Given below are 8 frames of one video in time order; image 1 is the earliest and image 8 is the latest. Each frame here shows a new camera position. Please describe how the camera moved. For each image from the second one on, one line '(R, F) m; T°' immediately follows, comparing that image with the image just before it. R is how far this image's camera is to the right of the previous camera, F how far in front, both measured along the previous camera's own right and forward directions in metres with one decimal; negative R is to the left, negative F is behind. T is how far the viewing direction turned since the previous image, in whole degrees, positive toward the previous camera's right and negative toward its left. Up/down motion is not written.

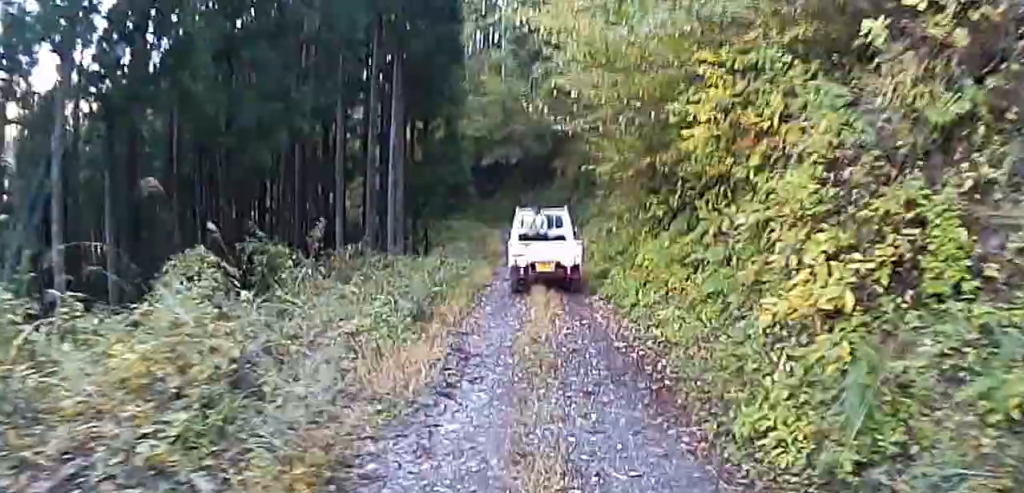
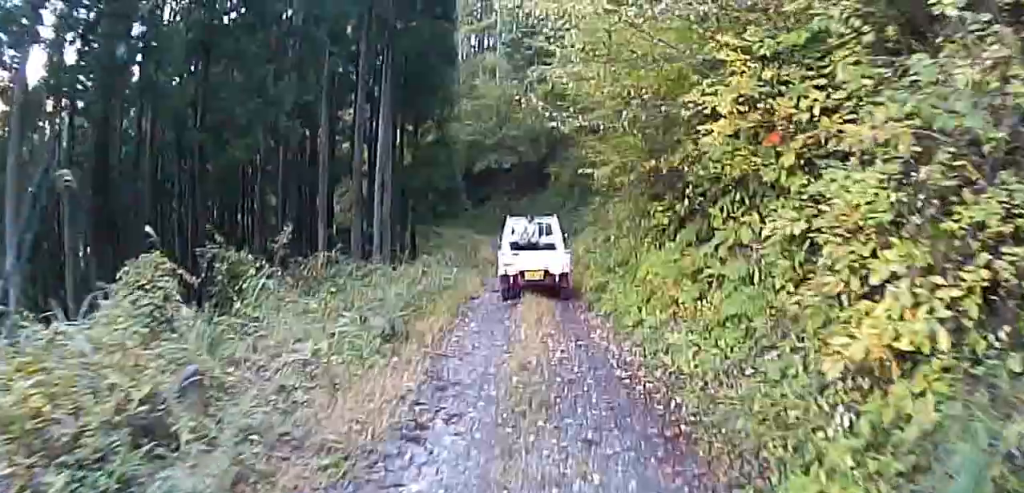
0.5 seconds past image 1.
(0.0, +2.1) m; 0°
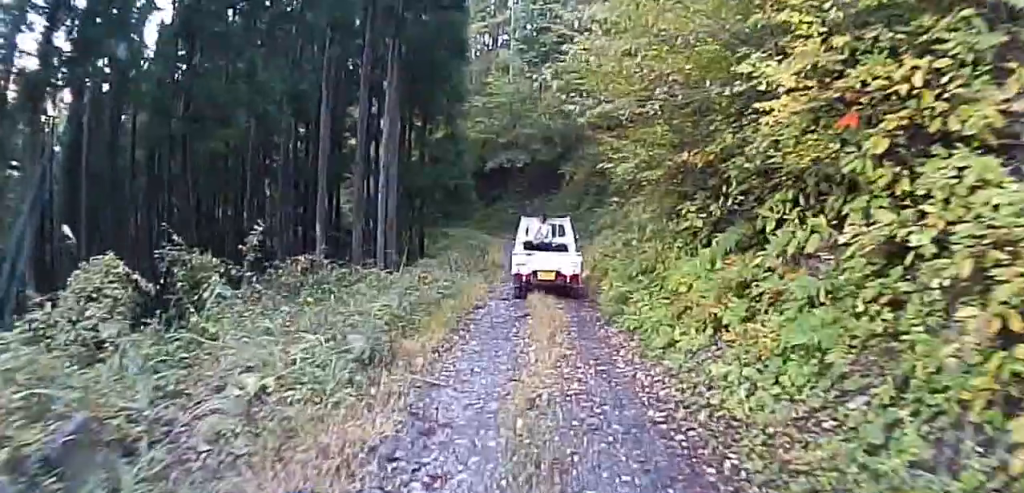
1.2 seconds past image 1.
(0.0, +2.6) m; -6°
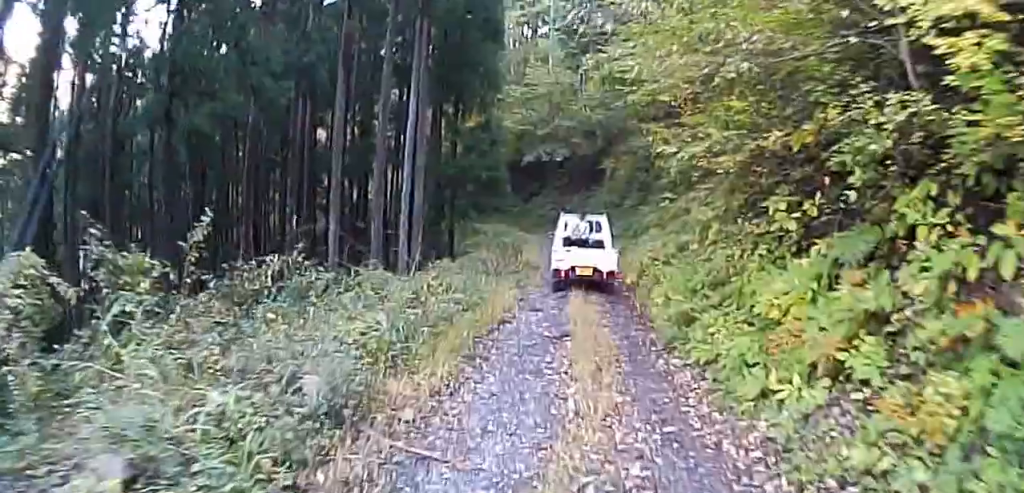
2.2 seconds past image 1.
(-0.4, +3.5) m; -10°
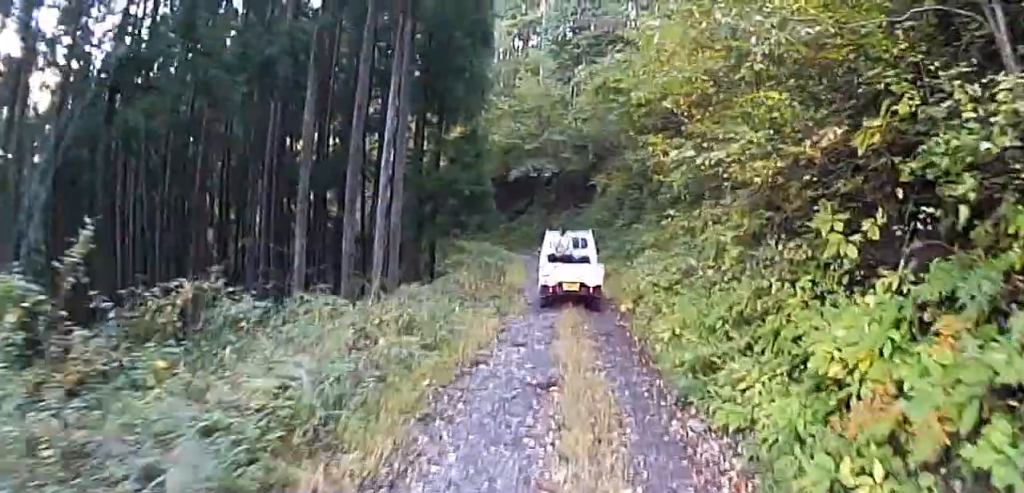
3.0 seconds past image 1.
(-0.1, +2.3) m; +1°
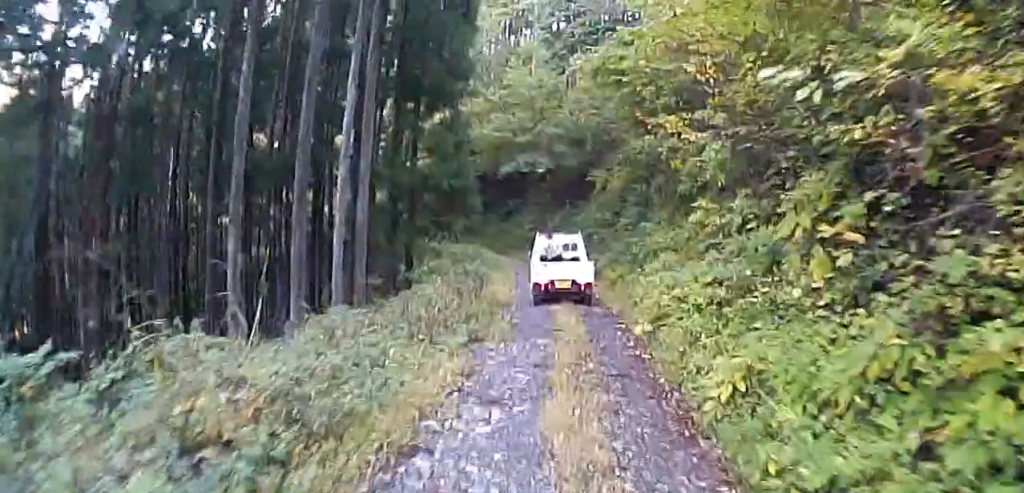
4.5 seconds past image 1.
(+0.4, +3.5) m; -4°
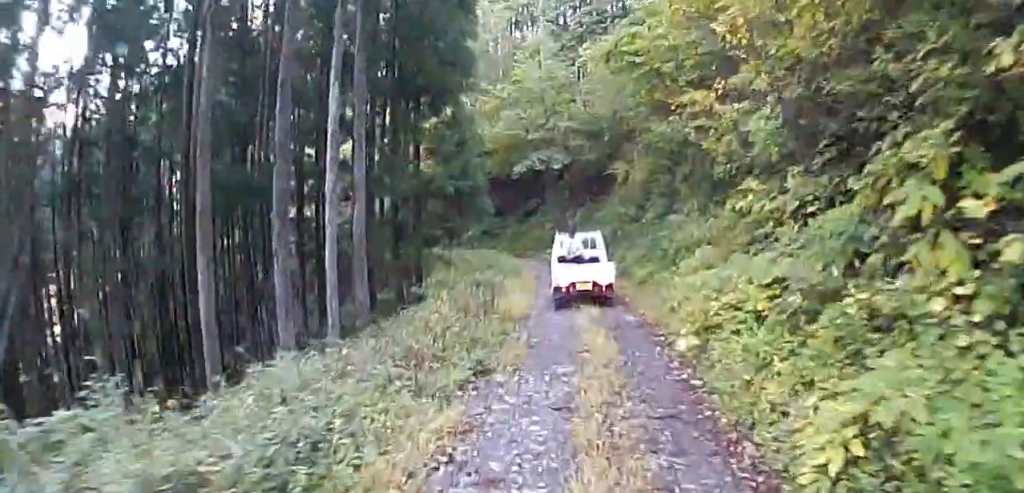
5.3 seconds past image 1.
(-0.5, +2.1) m; -5°
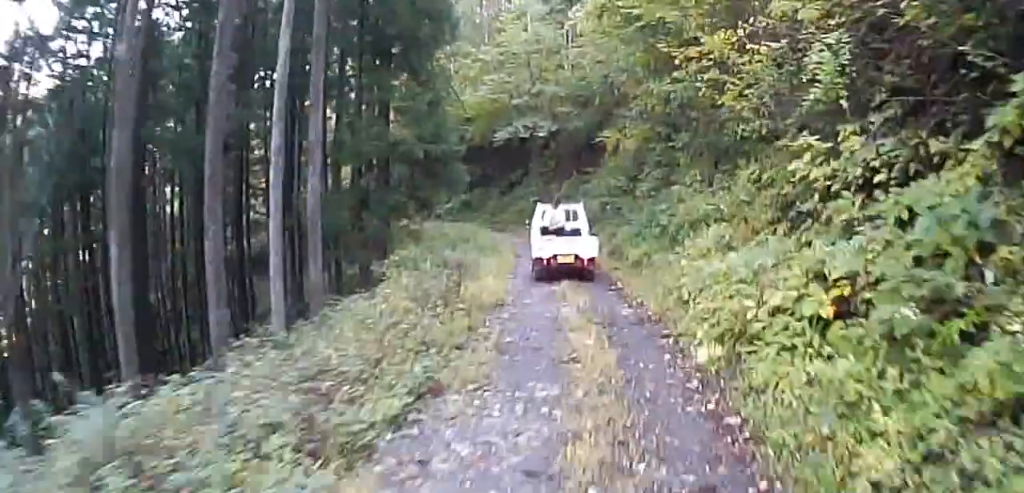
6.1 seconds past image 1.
(0.0, +2.3) m; +5°
